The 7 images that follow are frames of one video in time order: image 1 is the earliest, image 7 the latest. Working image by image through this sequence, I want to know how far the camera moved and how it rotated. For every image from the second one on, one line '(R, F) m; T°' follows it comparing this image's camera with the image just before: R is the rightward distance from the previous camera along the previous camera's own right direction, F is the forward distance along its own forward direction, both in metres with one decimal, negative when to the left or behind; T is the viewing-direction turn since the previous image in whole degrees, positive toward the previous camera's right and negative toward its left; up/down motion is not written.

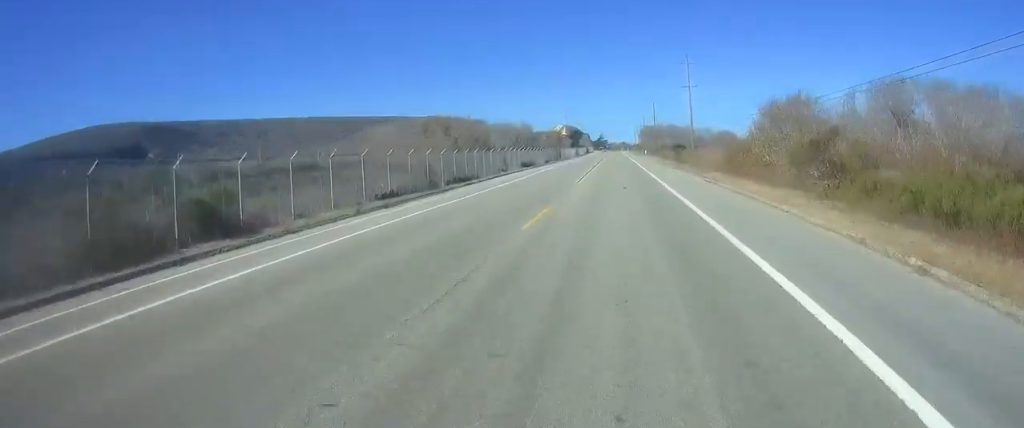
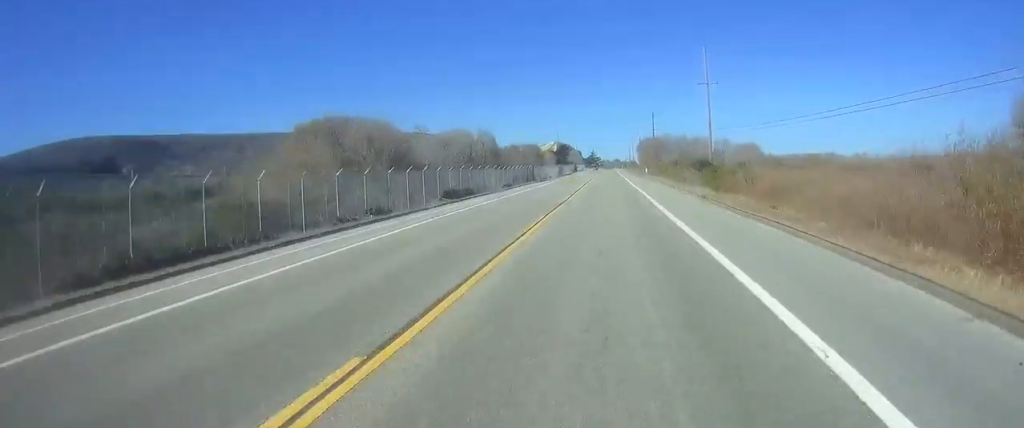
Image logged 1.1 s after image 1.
(-0.3, +28.7) m; +1°
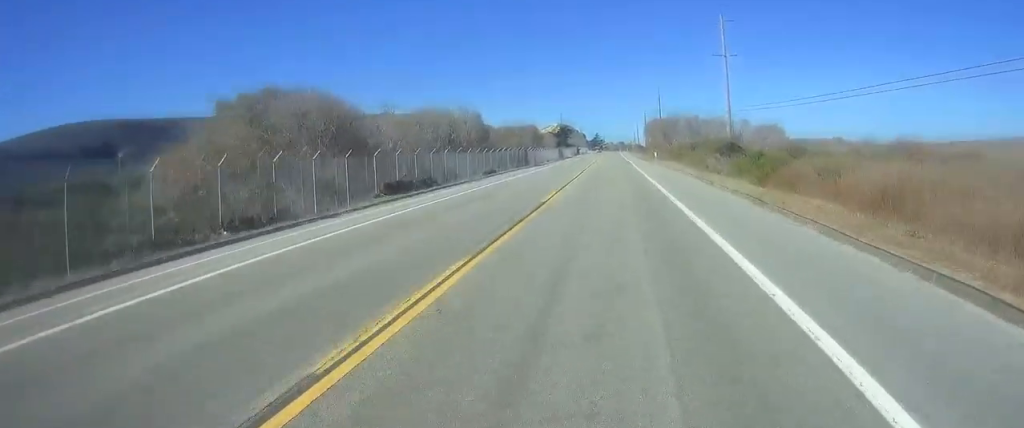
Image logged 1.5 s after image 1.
(+0.1, +11.3) m; +1°
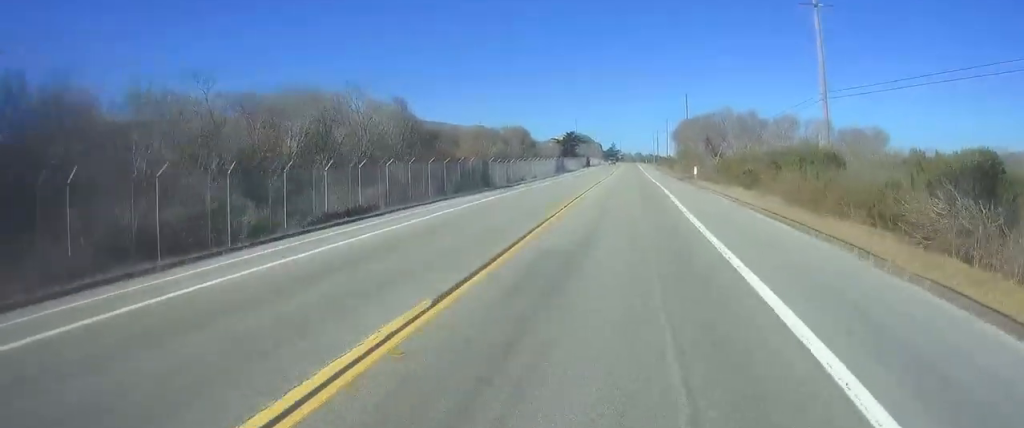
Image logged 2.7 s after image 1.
(+0.8, +30.7) m; +1°
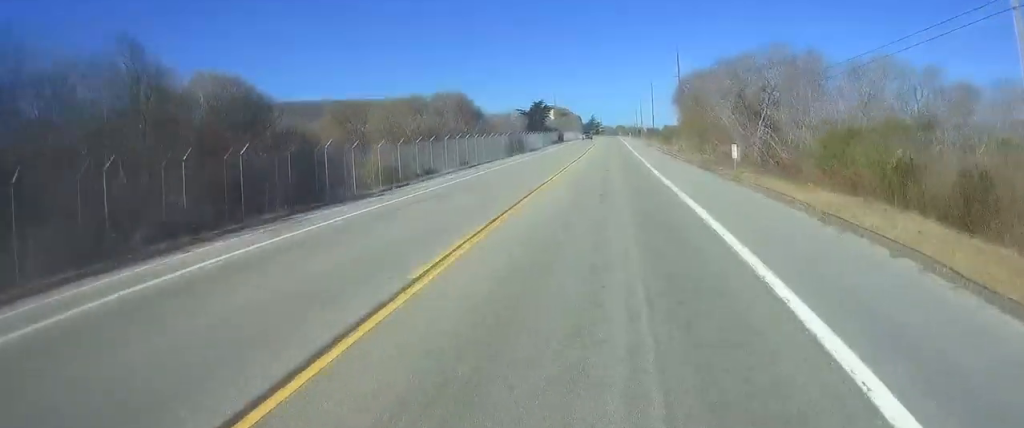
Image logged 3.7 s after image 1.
(-0.3, +25.4) m; 0°
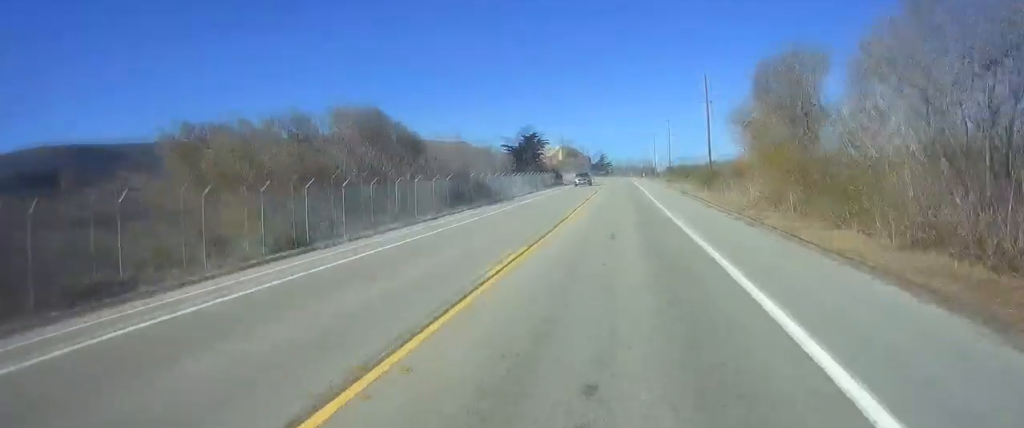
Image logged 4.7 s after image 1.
(+0.1, +26.1) m; 0°
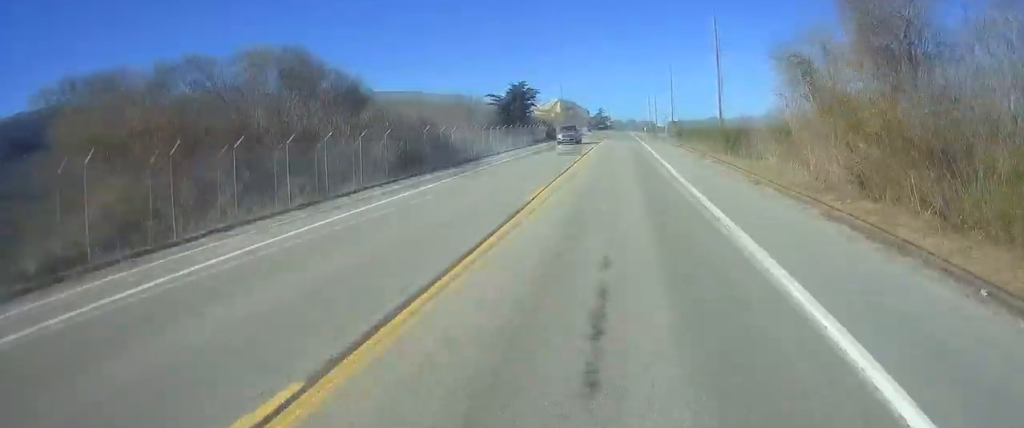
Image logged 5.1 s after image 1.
(+0.2, +10.4) m; 0°
